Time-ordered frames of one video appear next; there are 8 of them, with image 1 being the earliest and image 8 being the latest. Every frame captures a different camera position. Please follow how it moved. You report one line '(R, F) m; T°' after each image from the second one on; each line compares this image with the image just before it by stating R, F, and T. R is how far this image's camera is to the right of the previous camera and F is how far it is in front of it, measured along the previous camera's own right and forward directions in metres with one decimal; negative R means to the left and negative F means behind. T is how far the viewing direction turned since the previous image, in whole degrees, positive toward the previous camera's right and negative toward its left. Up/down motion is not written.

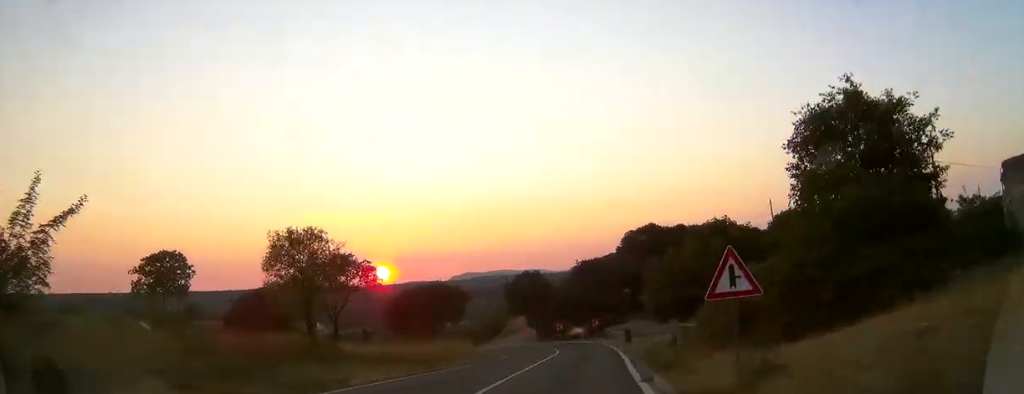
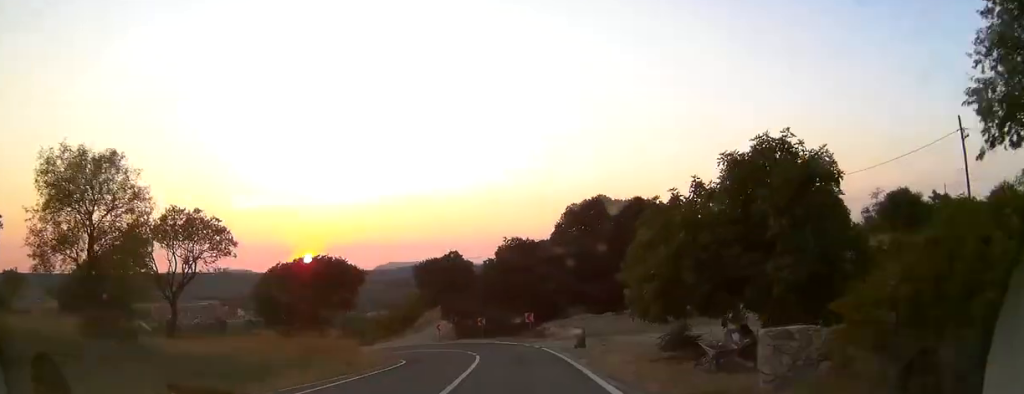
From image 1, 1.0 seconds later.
(-1.1, +8.7) m; +11°
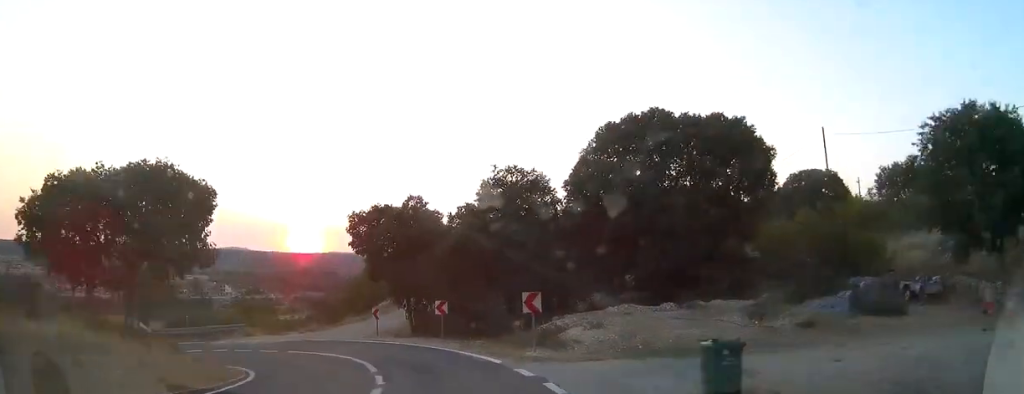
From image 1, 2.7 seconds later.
(+4.6, +13.5) m; +11°
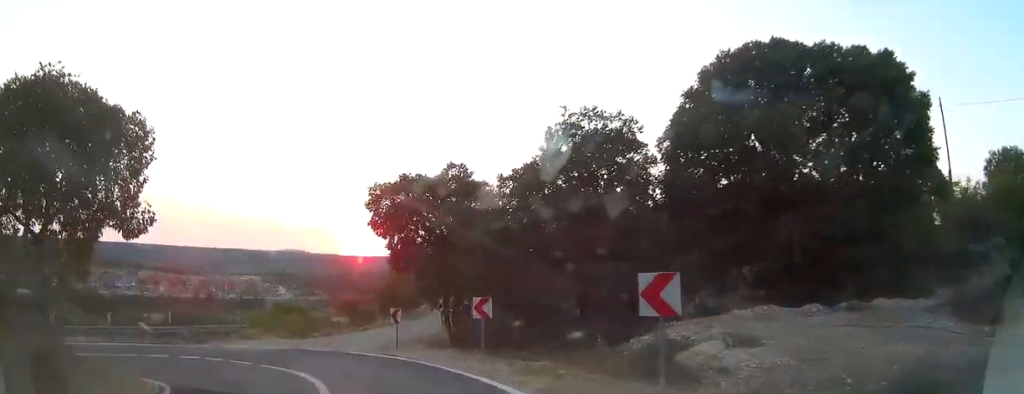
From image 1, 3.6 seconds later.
(+0.5, +7.0) m; -4°
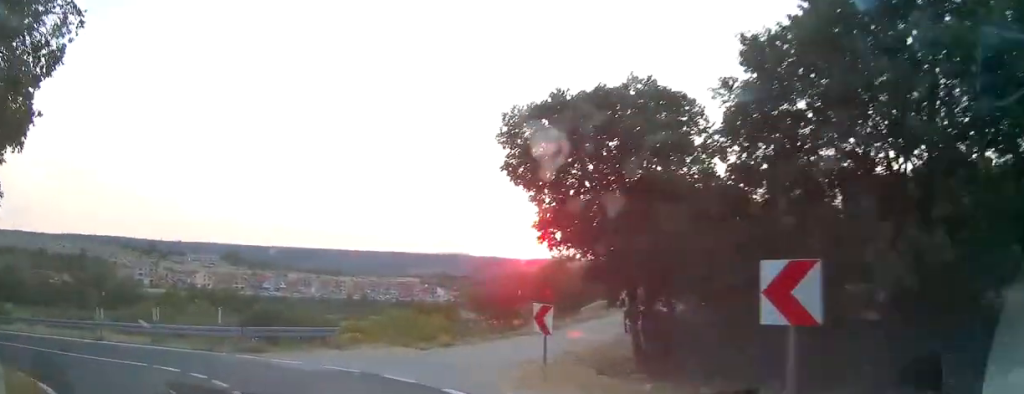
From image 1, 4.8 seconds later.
(-0.6, +9.5) m; -20°
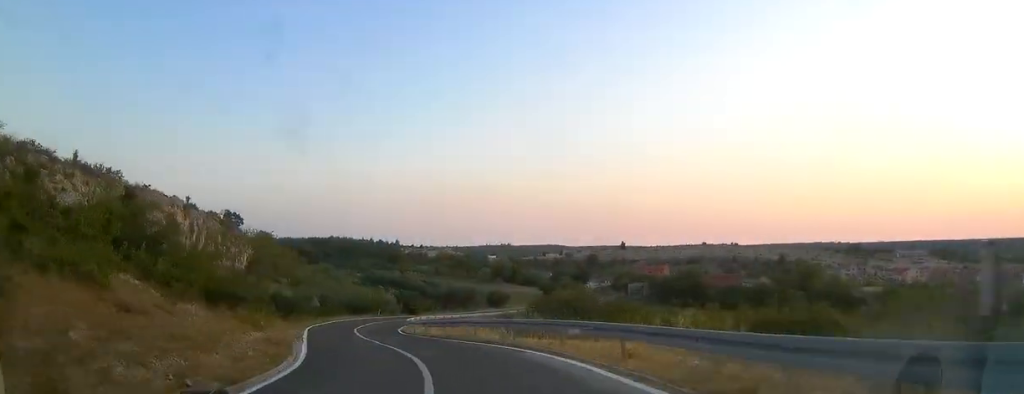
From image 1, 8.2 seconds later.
(-15.7, +20.6) m; -62°
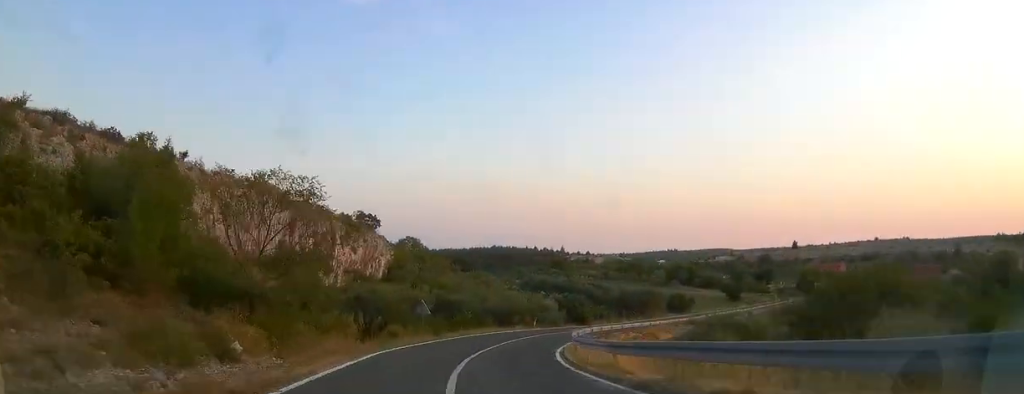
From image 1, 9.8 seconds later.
(-2.8, +15.7) m; -12°
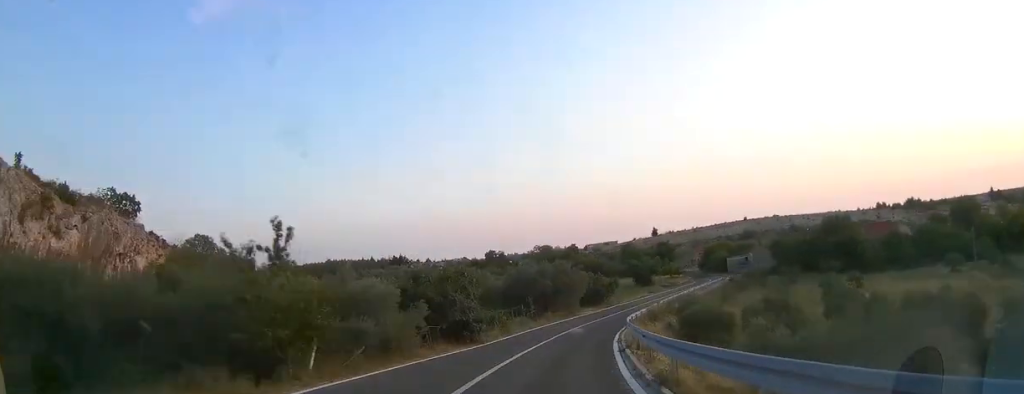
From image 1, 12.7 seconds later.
(-0.2, +33.3) m; +12°
